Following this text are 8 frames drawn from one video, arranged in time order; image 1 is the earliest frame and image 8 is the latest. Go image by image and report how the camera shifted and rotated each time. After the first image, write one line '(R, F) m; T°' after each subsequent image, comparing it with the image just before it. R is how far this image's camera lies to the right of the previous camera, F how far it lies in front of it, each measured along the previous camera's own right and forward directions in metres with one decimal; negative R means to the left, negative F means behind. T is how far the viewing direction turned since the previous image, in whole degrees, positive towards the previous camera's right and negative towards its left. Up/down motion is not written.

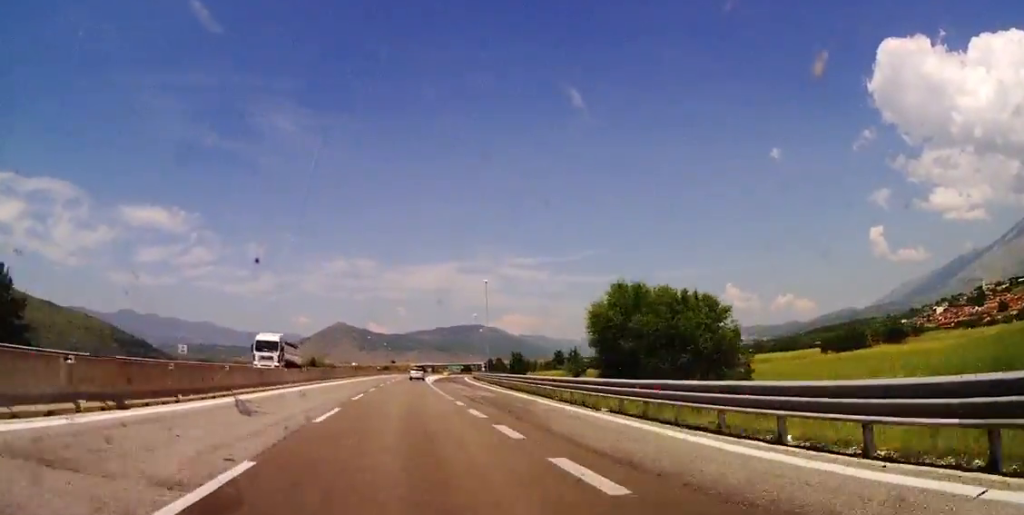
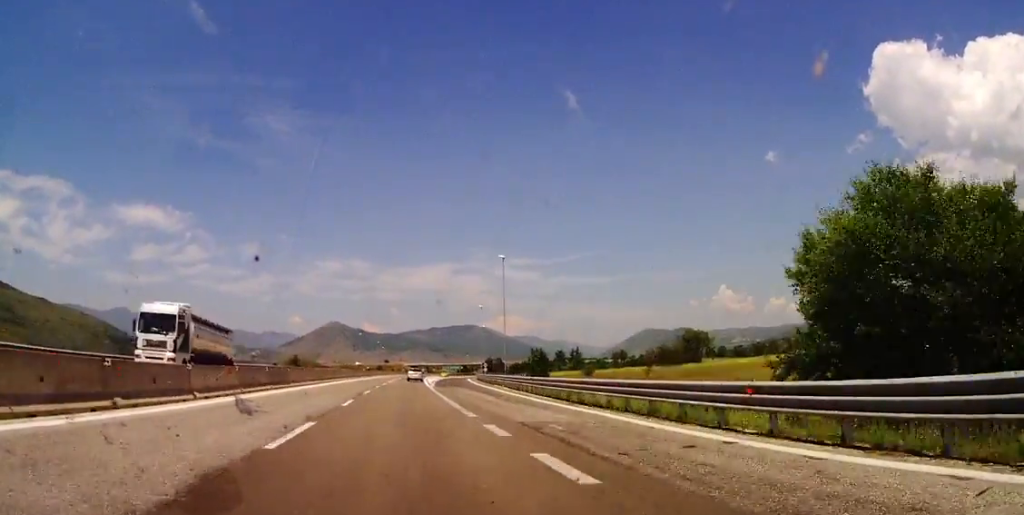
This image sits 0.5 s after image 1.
(-0.2, +16.4) m; +1°
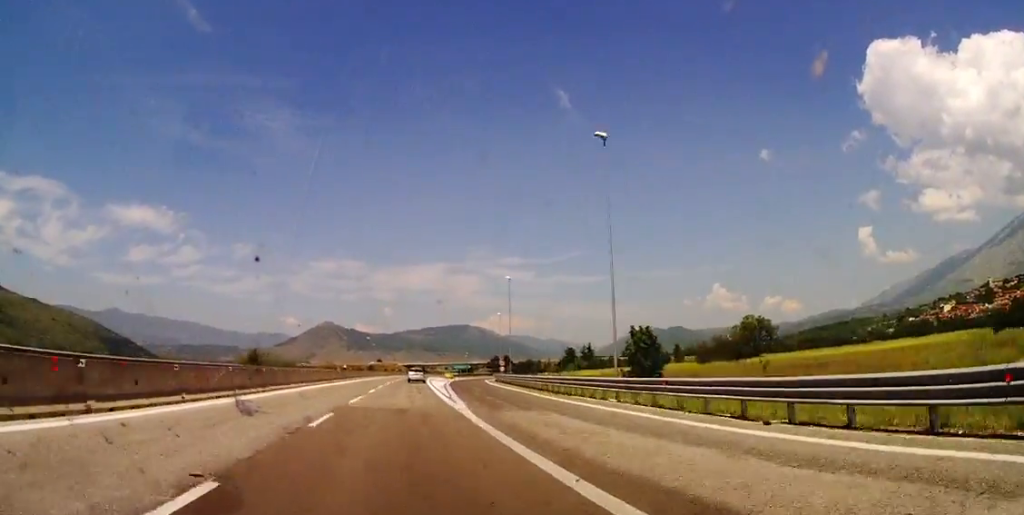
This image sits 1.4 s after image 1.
(+0.7, +31.8) m; +1°
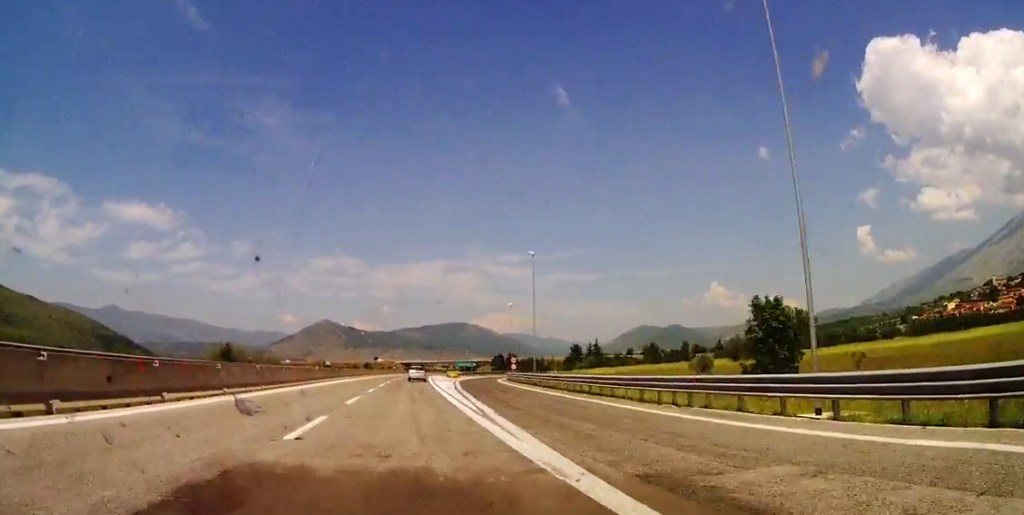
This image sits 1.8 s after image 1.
(+0.1, +14.2) m; 0°
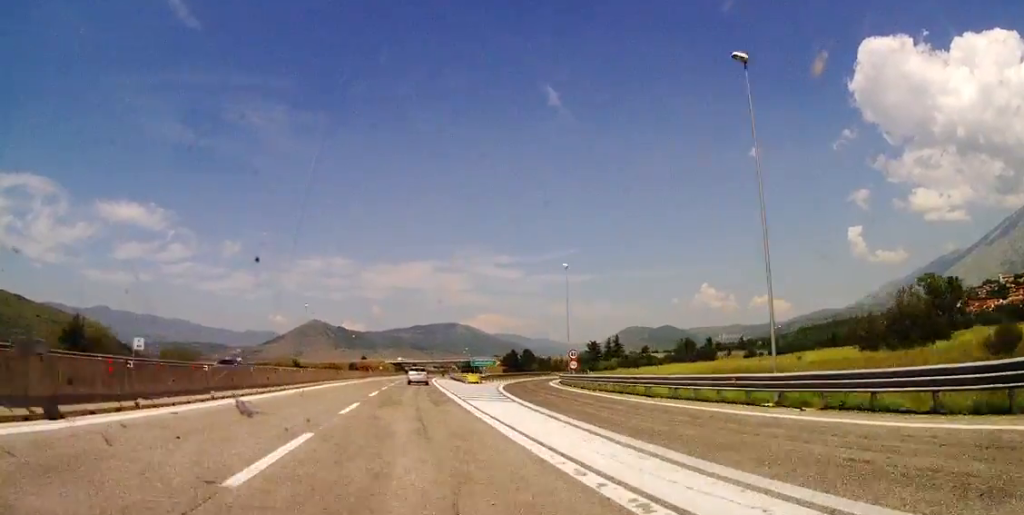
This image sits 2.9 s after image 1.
(0.0, +39.0) m; 0°
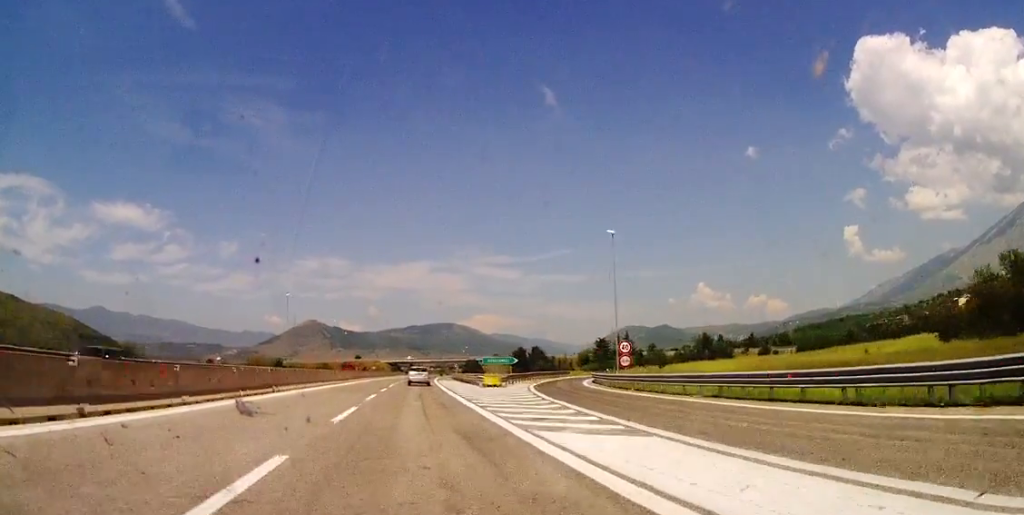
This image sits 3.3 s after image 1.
(0.0, +15.4) m; 0°
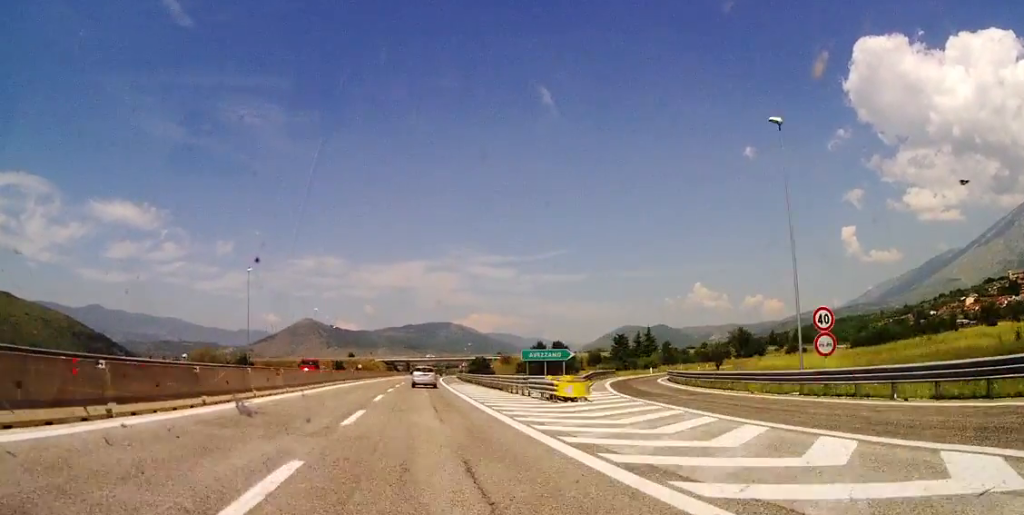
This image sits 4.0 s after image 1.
(+0.1, +23.7) m; +1°
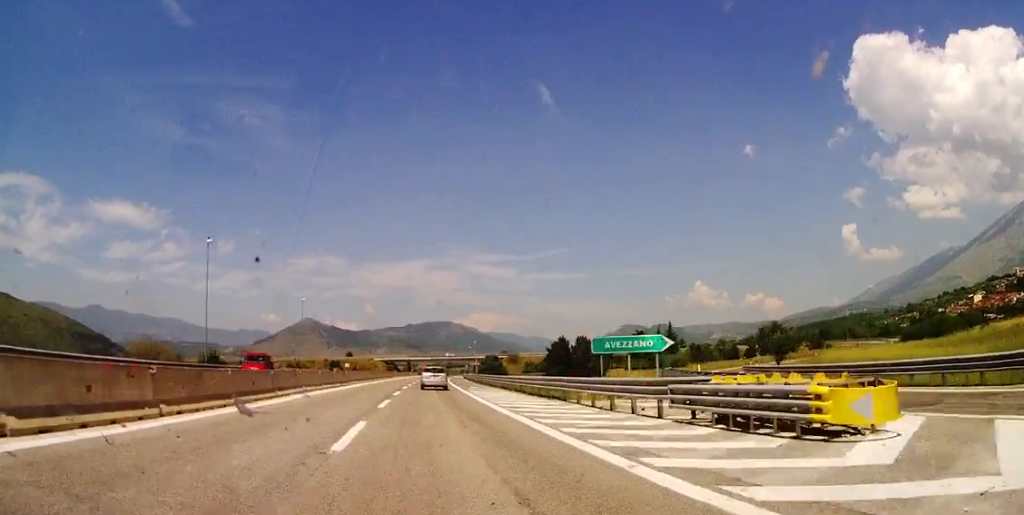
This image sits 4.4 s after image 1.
(+0.2, +16.7) m; 0°
